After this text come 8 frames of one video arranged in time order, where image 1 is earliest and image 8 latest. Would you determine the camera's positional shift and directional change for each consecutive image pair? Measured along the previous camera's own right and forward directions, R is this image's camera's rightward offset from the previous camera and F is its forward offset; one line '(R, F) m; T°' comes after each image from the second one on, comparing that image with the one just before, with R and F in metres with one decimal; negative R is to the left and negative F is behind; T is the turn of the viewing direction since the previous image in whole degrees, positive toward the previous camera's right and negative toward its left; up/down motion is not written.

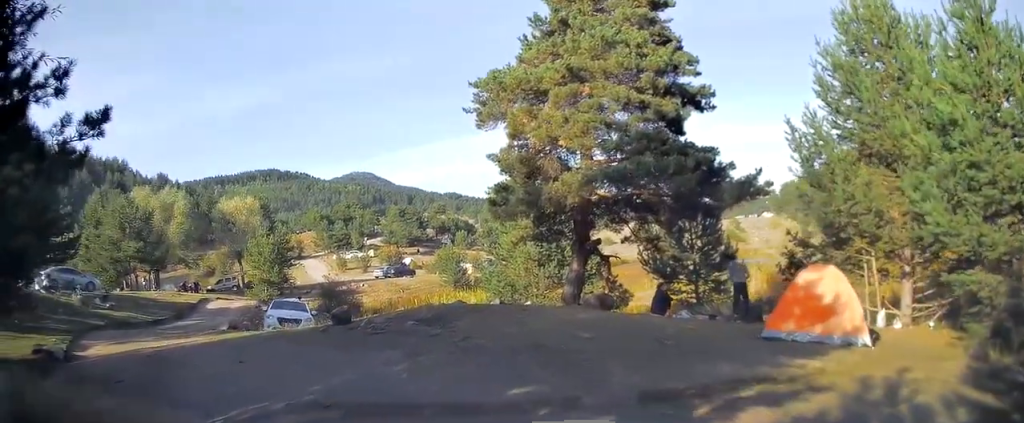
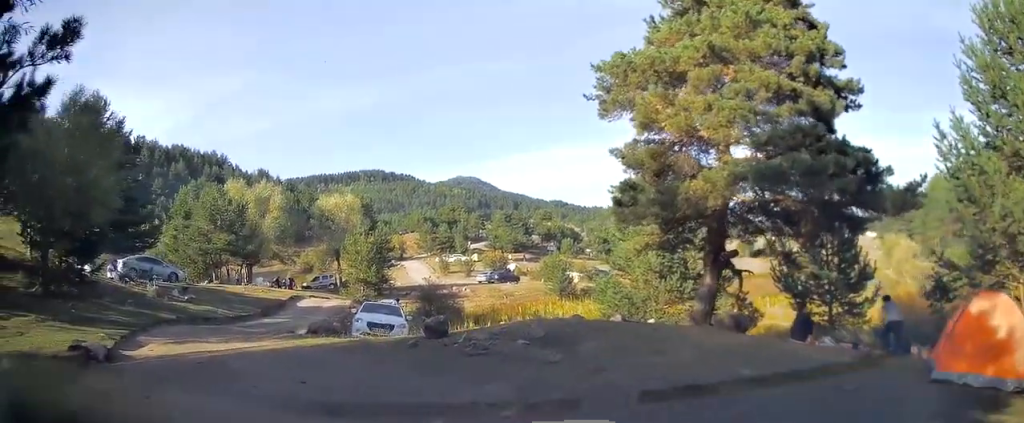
(-0.2, +1.8) m; -10°
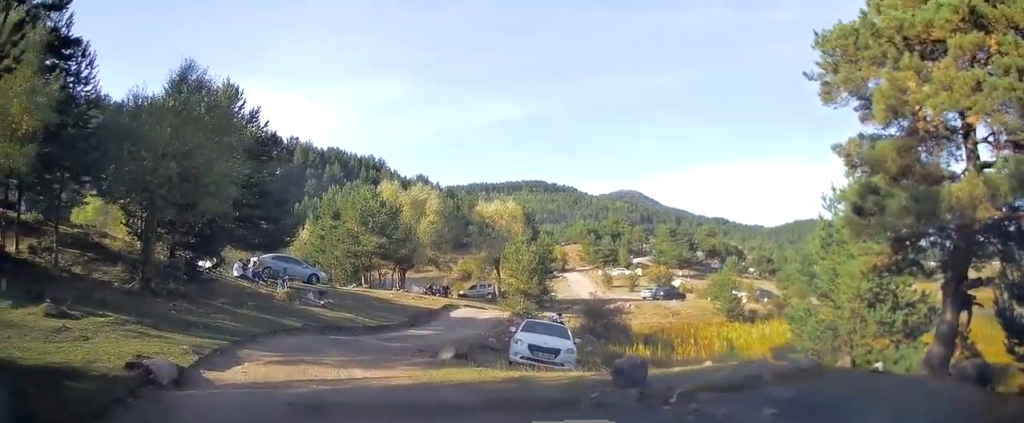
(-0.4, +3.1) m; -14°
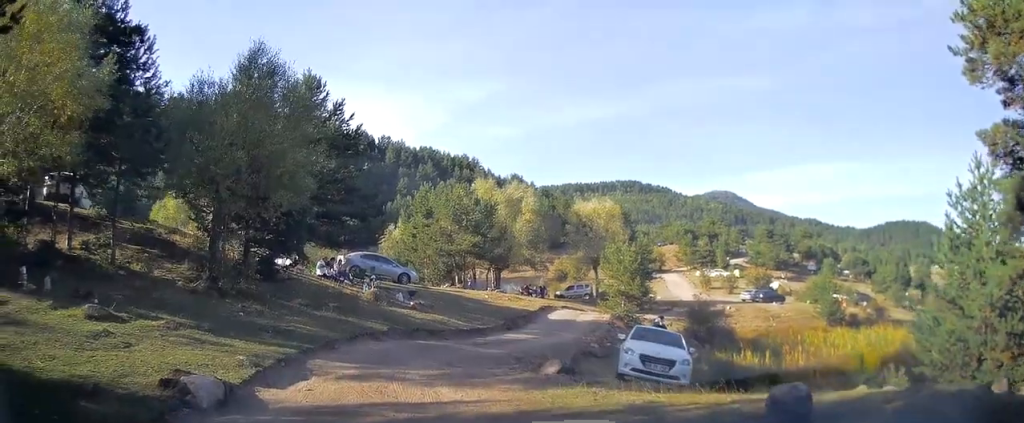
(-0.2, +2.0) m; -8°
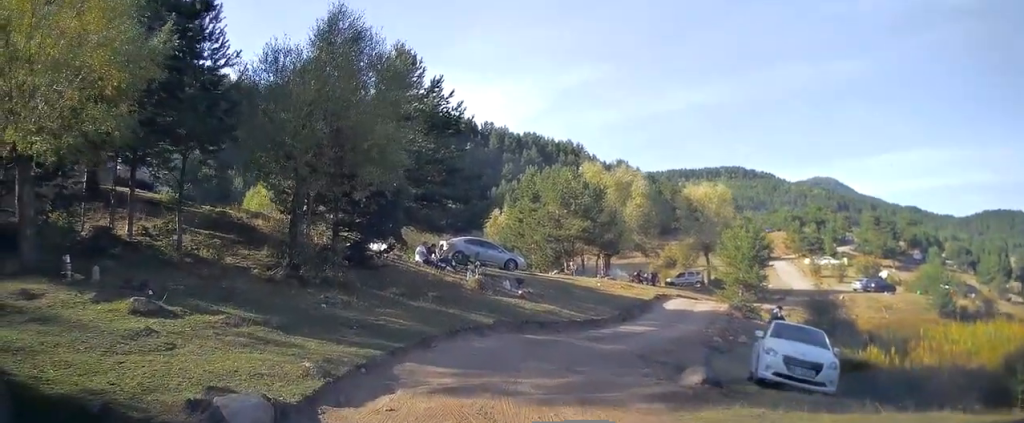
(-0.1, +1.8) m; -3°
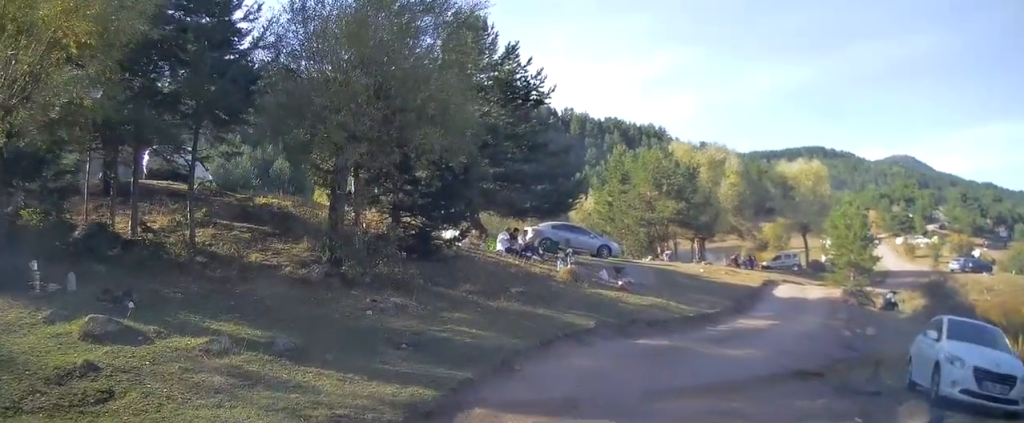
(-0.1, +3.7) m; -4°
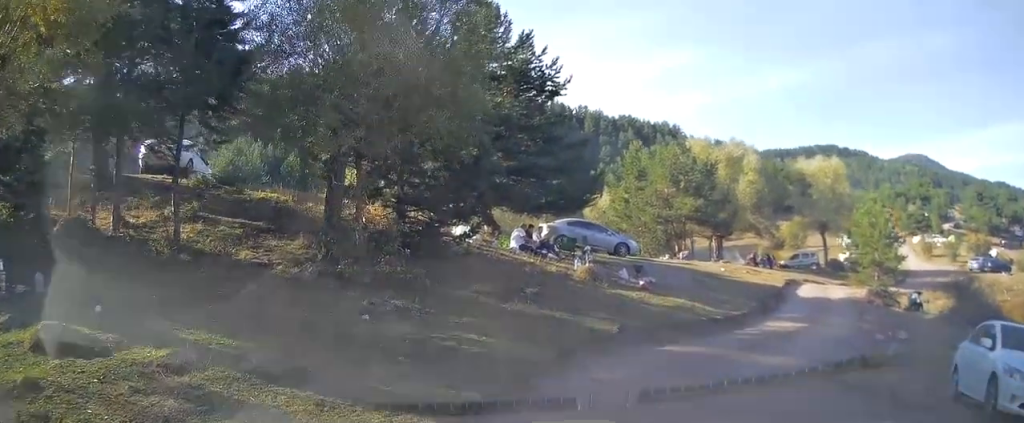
(0.0, +1.2) m; -2°
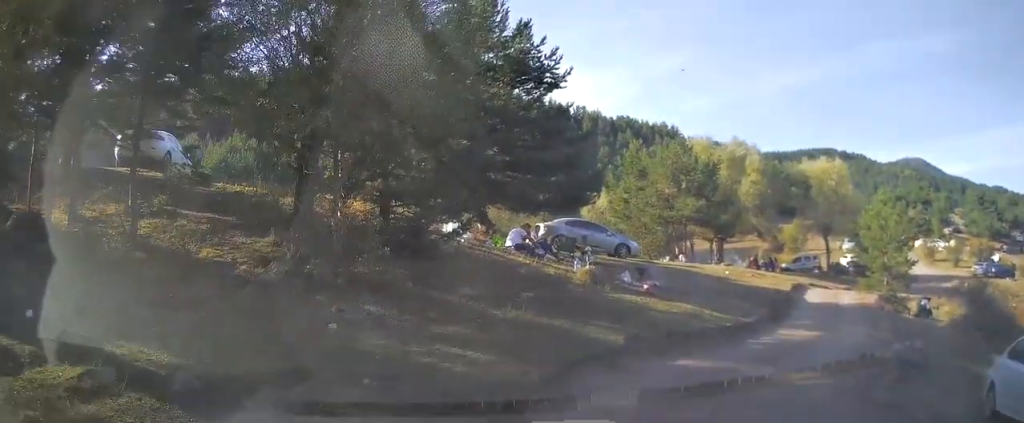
(0.0, +1.3) m; -6°
